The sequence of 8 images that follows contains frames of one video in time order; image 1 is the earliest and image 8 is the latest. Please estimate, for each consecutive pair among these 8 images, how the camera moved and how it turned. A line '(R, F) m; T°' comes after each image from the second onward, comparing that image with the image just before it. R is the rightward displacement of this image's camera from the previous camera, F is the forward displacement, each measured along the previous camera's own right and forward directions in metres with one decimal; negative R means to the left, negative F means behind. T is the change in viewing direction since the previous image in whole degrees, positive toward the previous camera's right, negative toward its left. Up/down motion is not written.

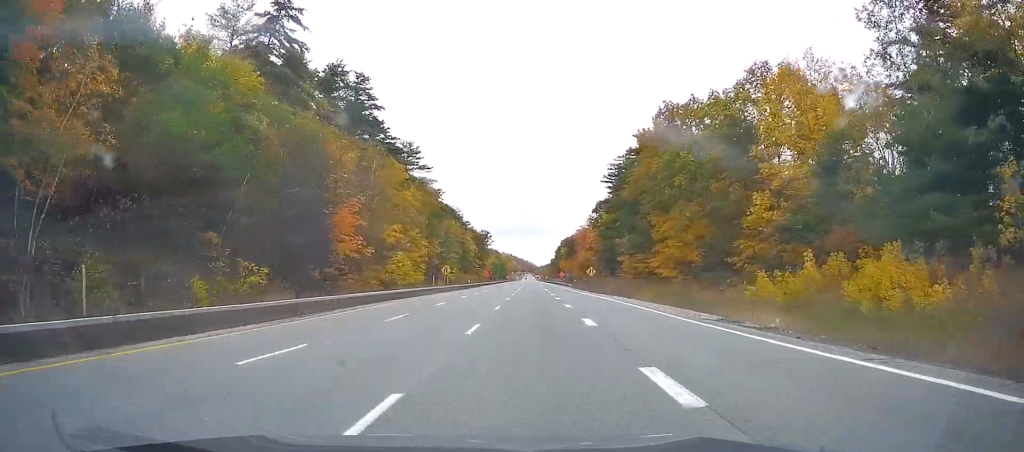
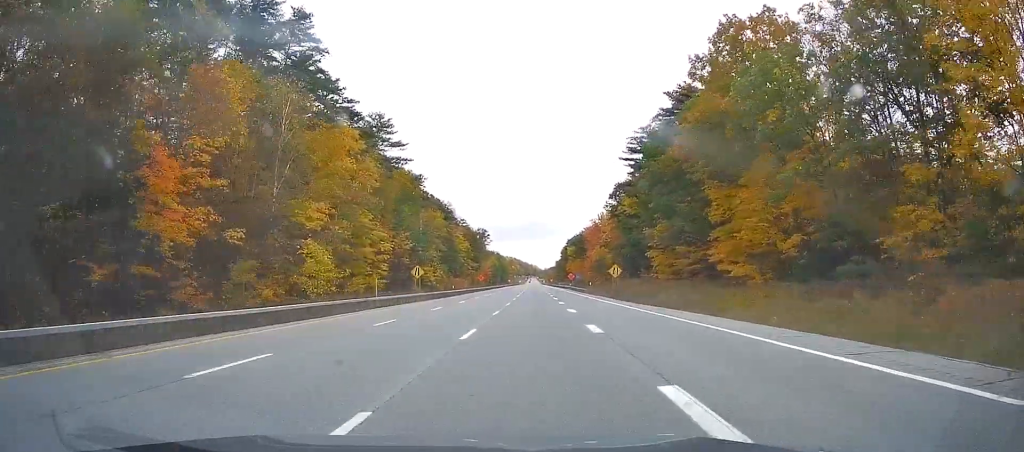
(0.0, +26.0) m; 0°
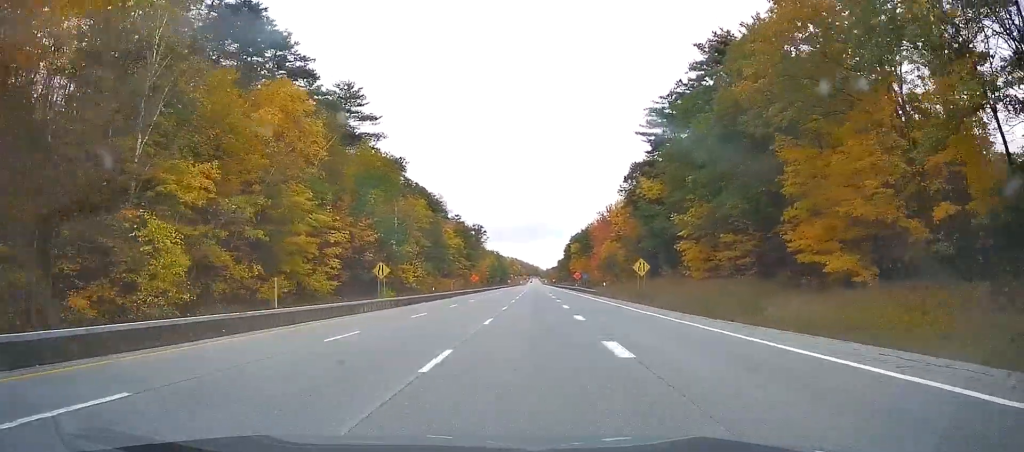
(0.0, +17.3) m; 0°
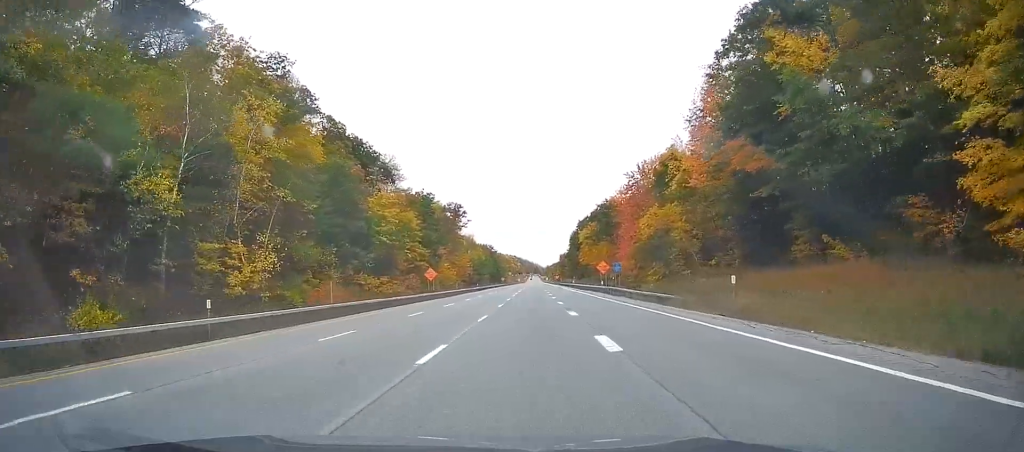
(0.0, +48.2) m; -1°
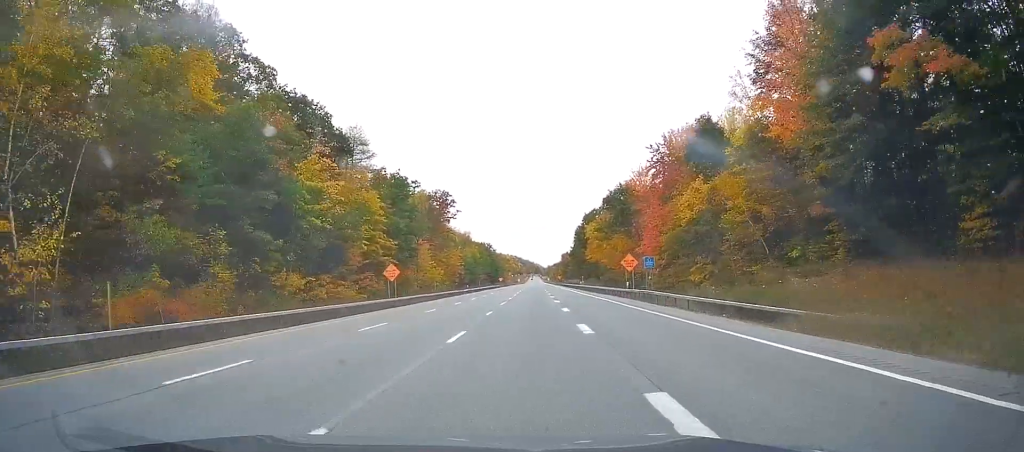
(-0.2, +19.8) m; 0°
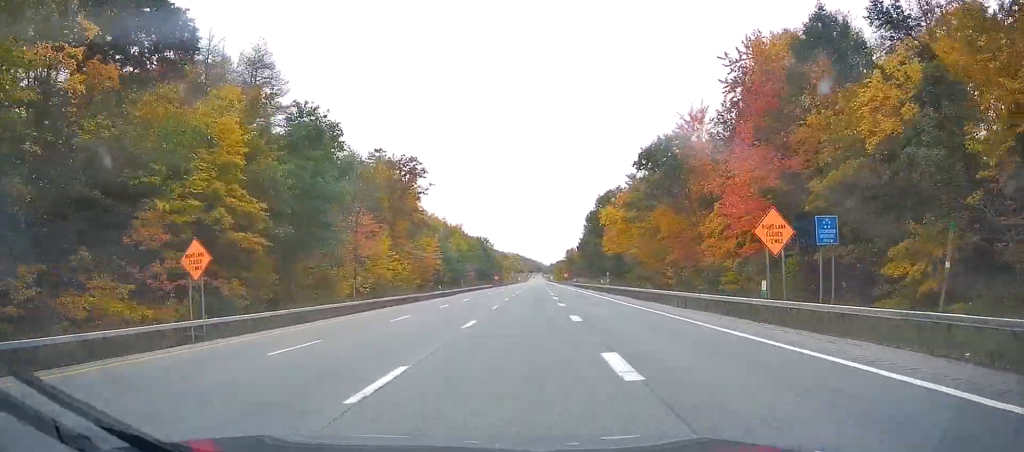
(-0.1, +32.0) m; 0°
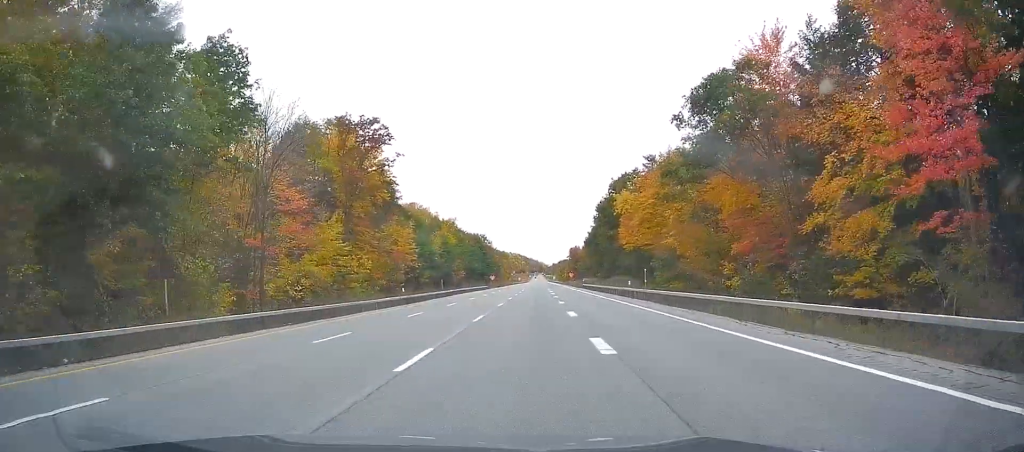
(0.0, +21.4) m; 0°
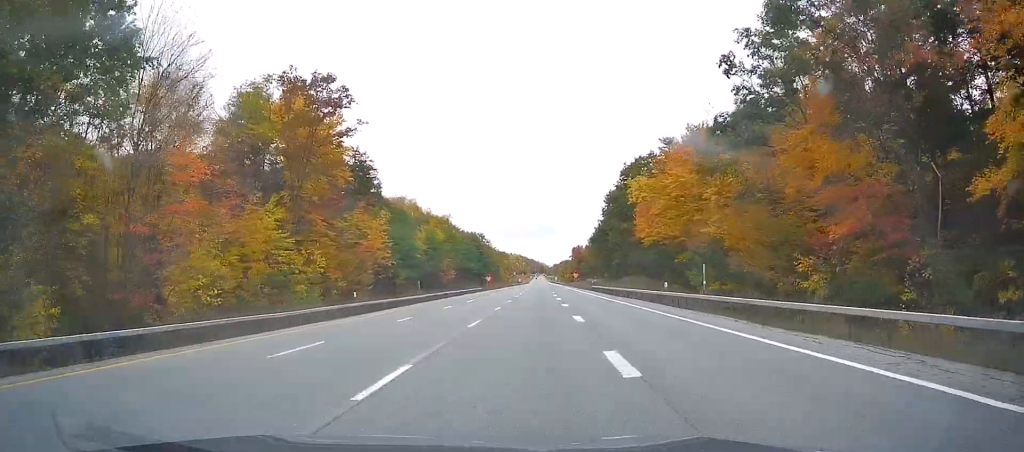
(-0.1, +14.8) m; 0°
